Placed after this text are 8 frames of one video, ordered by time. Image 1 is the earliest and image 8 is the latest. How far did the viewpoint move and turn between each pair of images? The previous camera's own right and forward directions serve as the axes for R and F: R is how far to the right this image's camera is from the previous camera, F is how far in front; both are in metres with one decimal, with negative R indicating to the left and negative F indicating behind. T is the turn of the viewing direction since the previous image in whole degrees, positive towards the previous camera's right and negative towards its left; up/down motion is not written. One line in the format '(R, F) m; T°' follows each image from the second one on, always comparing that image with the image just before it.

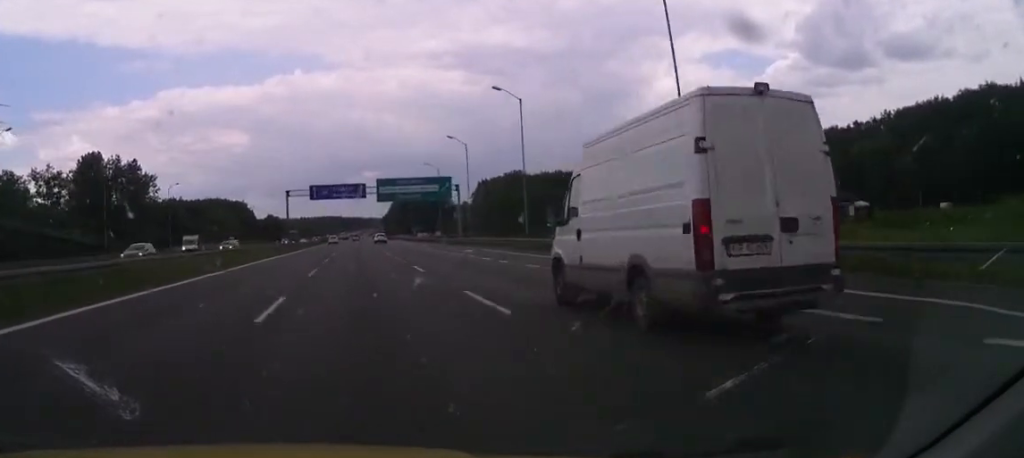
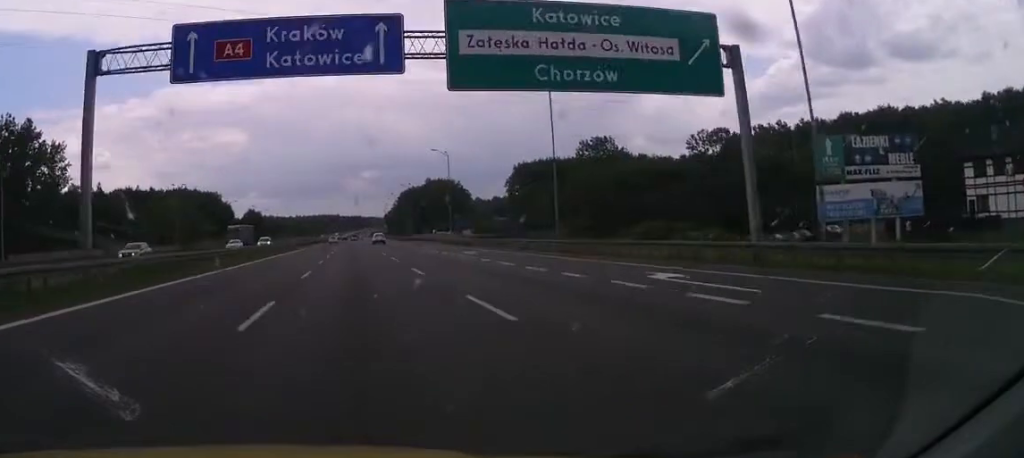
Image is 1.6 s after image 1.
(-0.2, +61.8) m; 0°
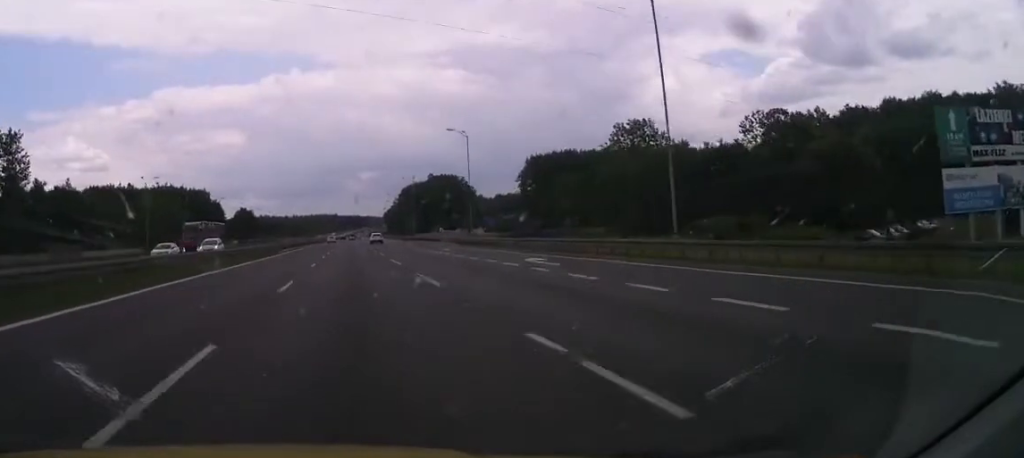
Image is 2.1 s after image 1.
(0.0, +17.6) m; 0°
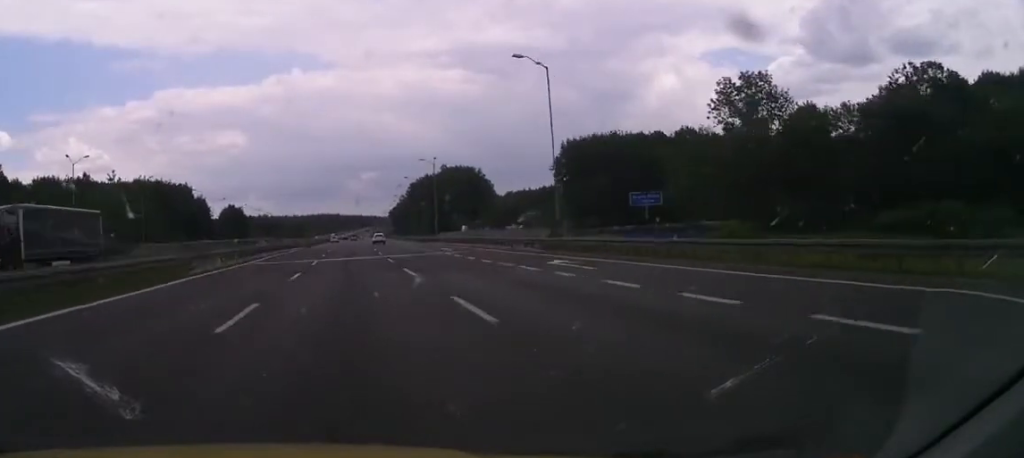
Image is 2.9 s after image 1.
(0.0, +31.3) m; 0°
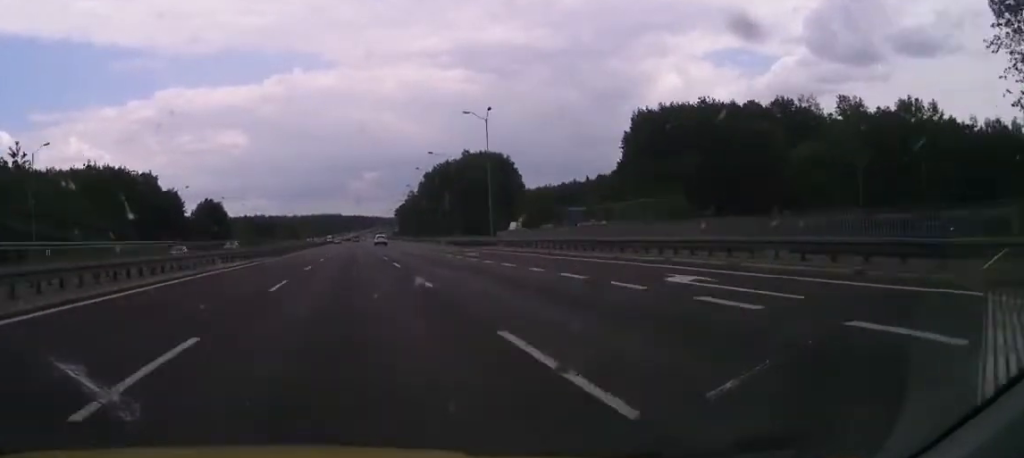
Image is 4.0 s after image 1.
(0.0, +41.2) m; 0°
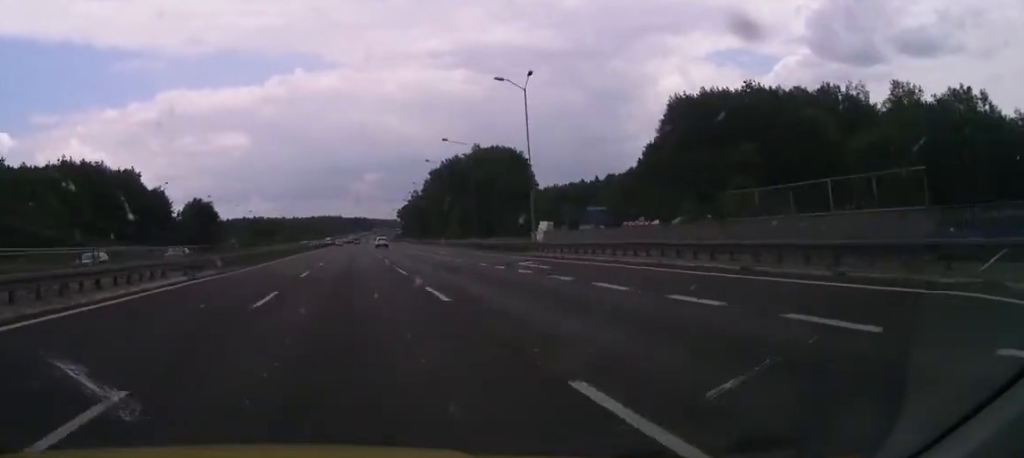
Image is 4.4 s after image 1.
(0.0, +15.0) m; 0°
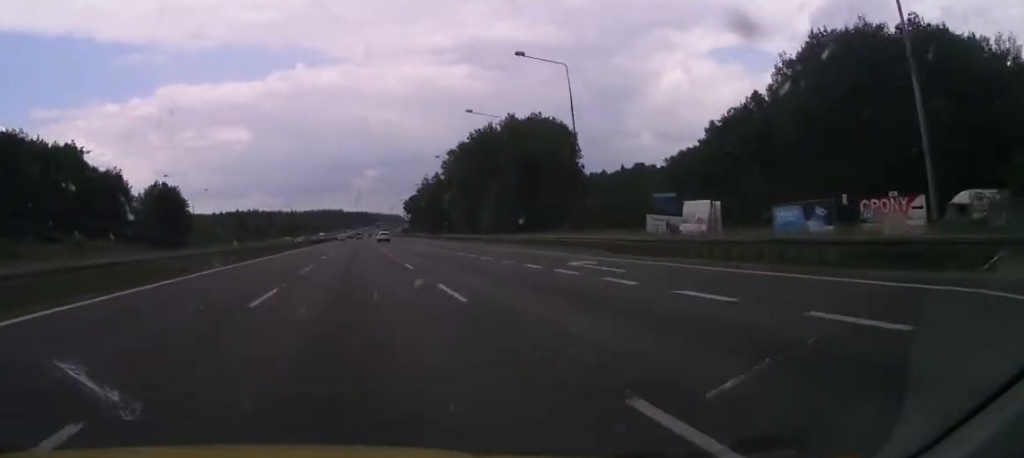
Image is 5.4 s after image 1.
(+0.2, +37.3) m; 0°
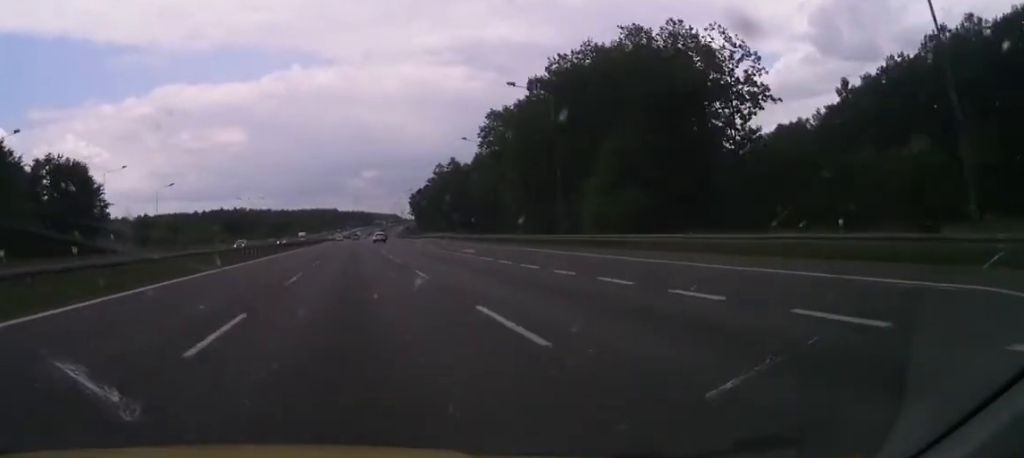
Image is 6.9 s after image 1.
(-0.4, +52.7) m; 0°
